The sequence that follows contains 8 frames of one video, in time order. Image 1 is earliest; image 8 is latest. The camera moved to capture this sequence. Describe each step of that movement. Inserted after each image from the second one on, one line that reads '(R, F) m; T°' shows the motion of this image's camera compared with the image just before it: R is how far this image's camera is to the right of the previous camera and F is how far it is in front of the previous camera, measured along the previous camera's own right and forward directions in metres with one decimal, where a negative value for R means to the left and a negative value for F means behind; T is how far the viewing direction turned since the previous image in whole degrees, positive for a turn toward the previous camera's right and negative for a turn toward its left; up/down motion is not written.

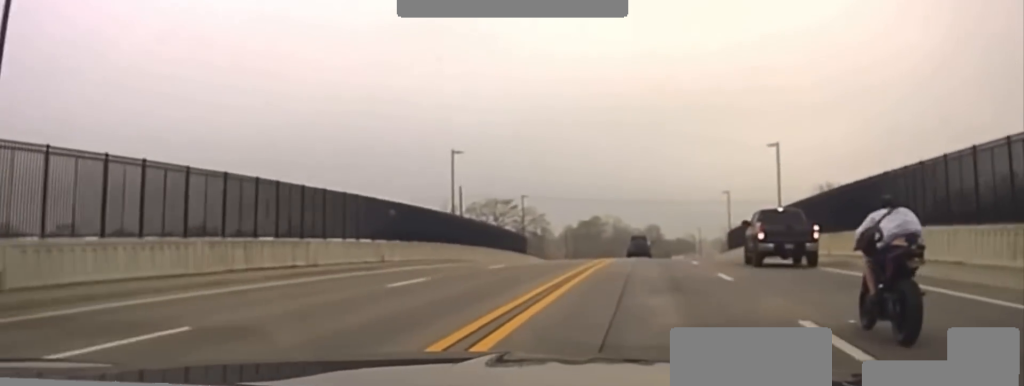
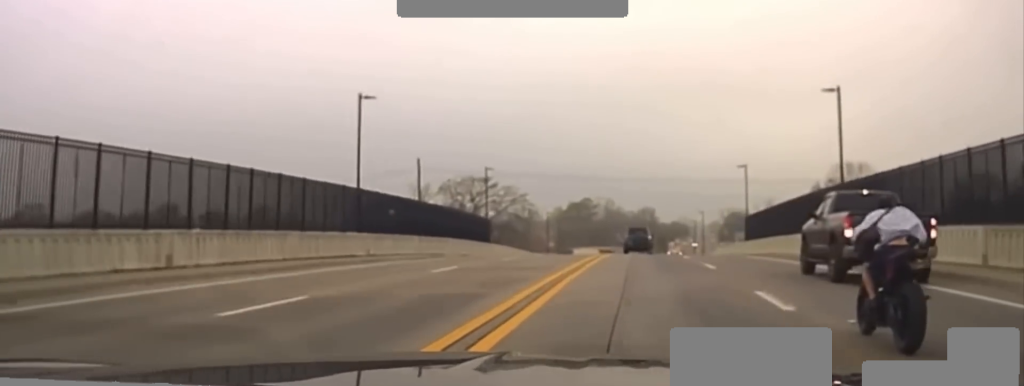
(+0.1, +20.2) m; 0°
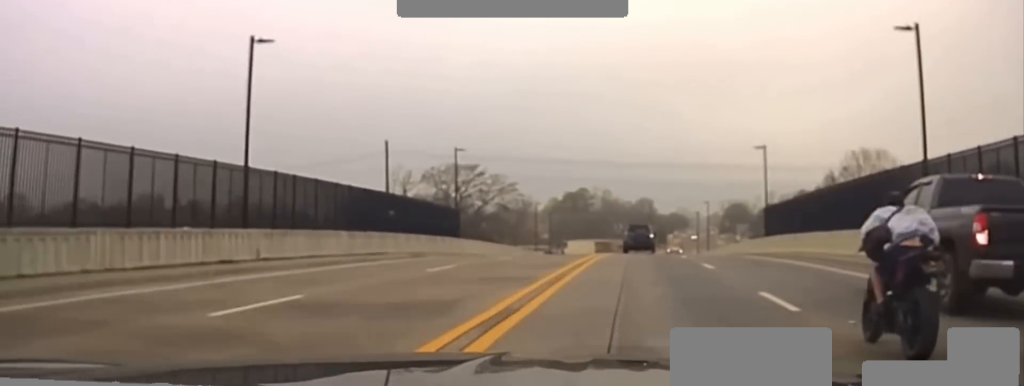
(0.0, +12.4) m; 0°
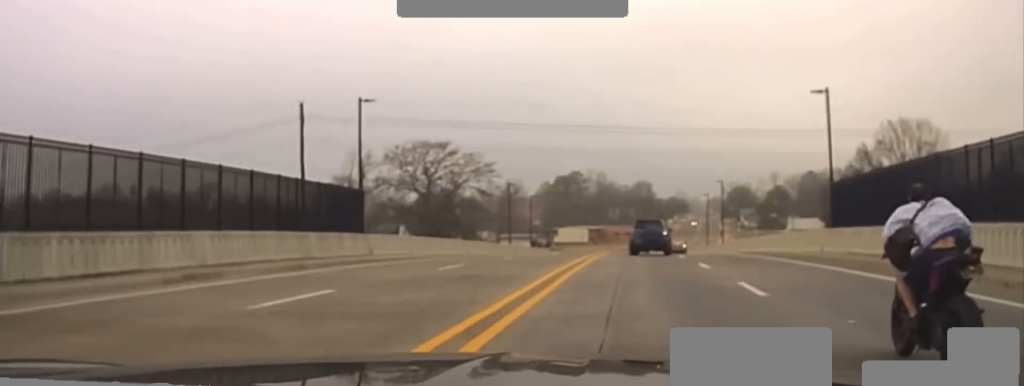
(0.0, +22.3) m; 0°
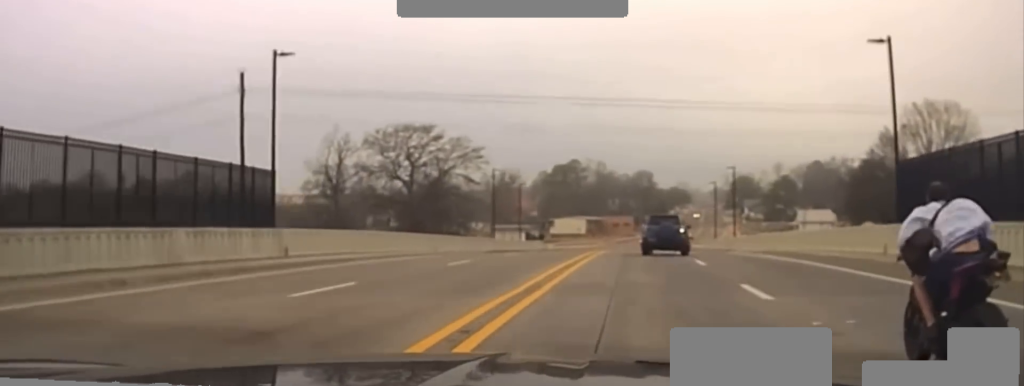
(0.0, +10.9) m; 0°
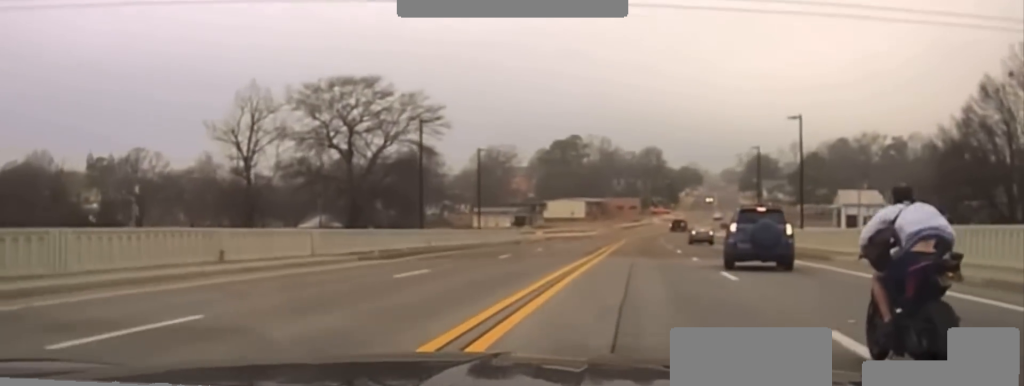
(0.0, +32.0) m; 0°
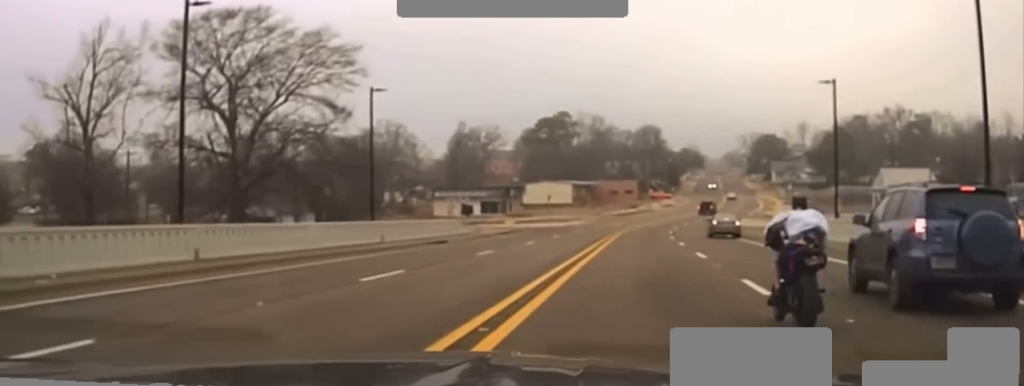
(+0.3, +29.1) m; +1°
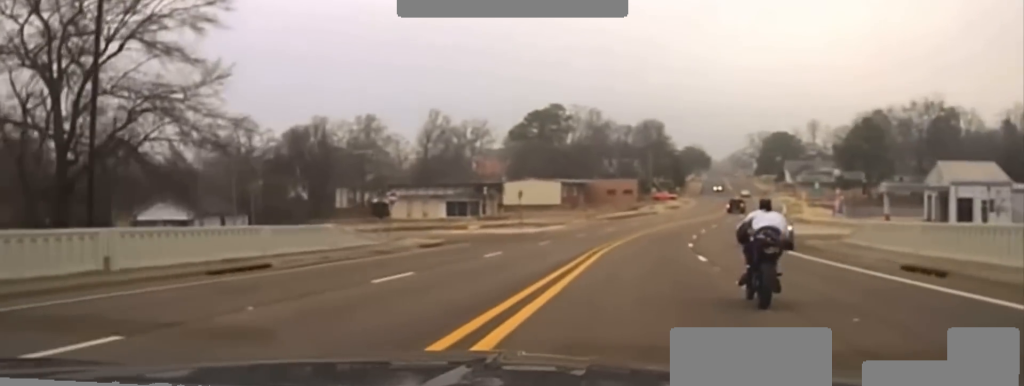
(-0.1, +23.6) m; 0°
